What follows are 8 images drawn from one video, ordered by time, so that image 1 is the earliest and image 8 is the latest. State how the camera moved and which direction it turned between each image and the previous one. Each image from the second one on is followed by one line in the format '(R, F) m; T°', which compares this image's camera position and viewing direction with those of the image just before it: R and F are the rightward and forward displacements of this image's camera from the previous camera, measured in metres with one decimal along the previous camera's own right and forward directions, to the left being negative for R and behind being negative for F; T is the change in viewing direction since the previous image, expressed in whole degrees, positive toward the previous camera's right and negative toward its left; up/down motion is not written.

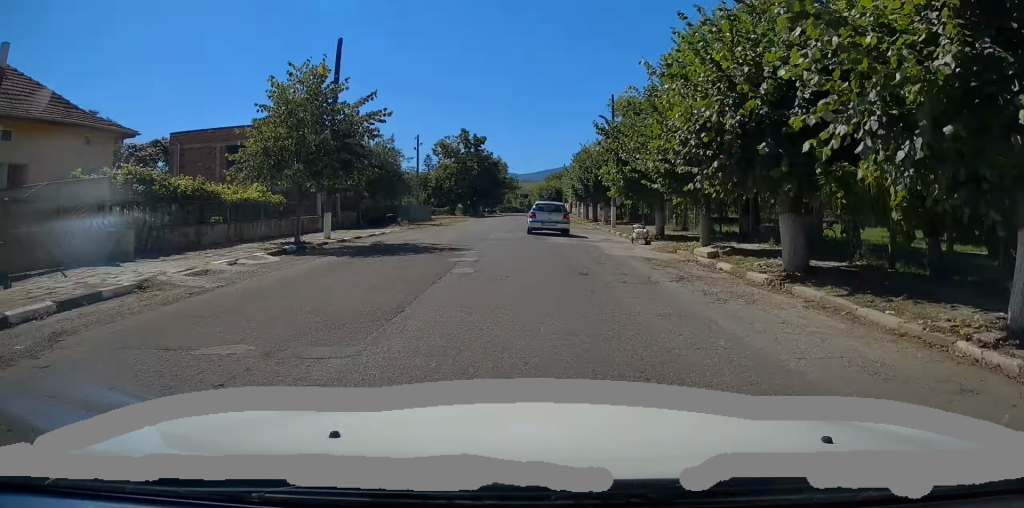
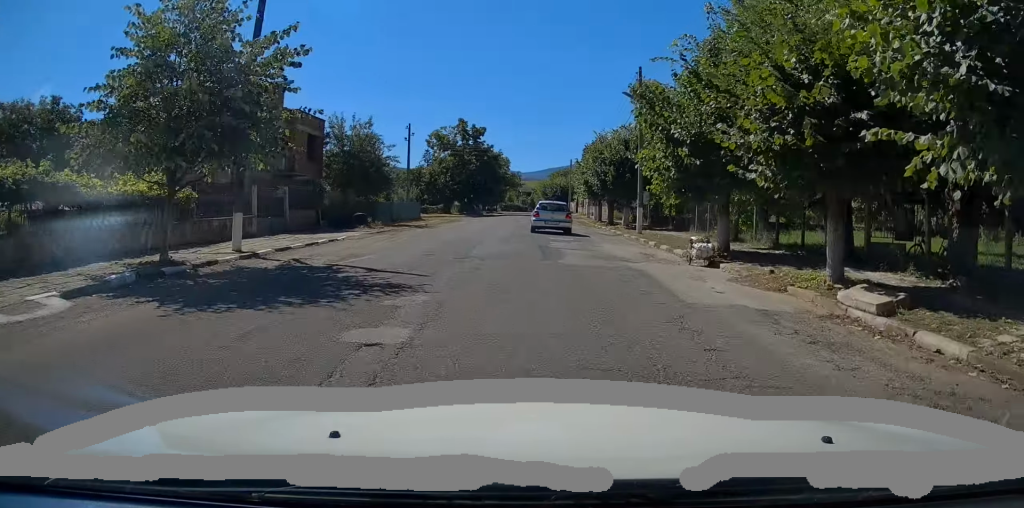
(0.0, +7.4) m; 0°
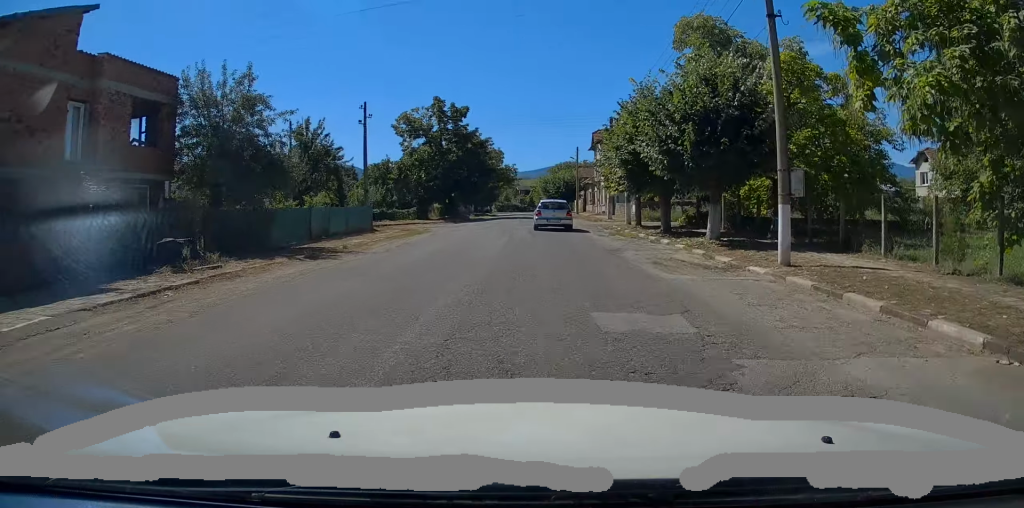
(0.0, +16.1) m; 0°
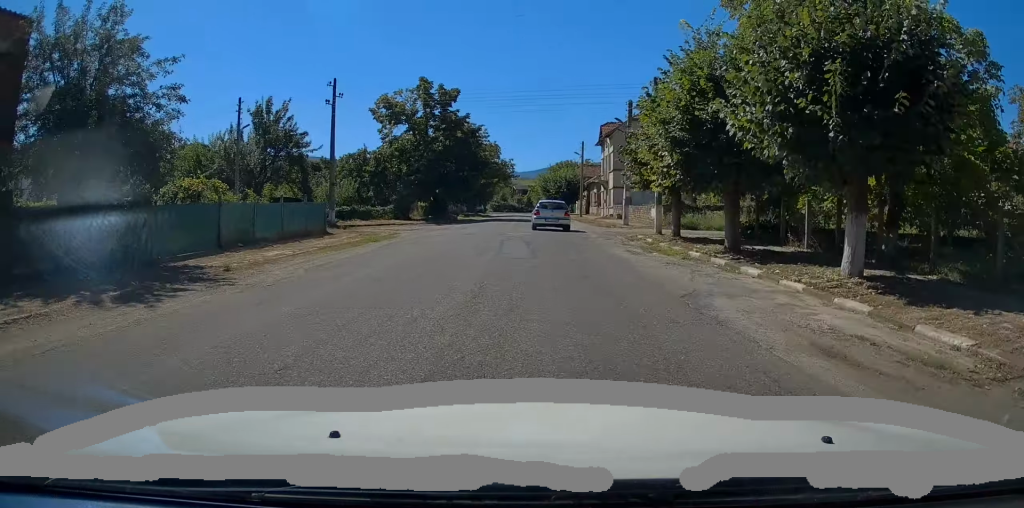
(0.0, +8.0) m; 0°
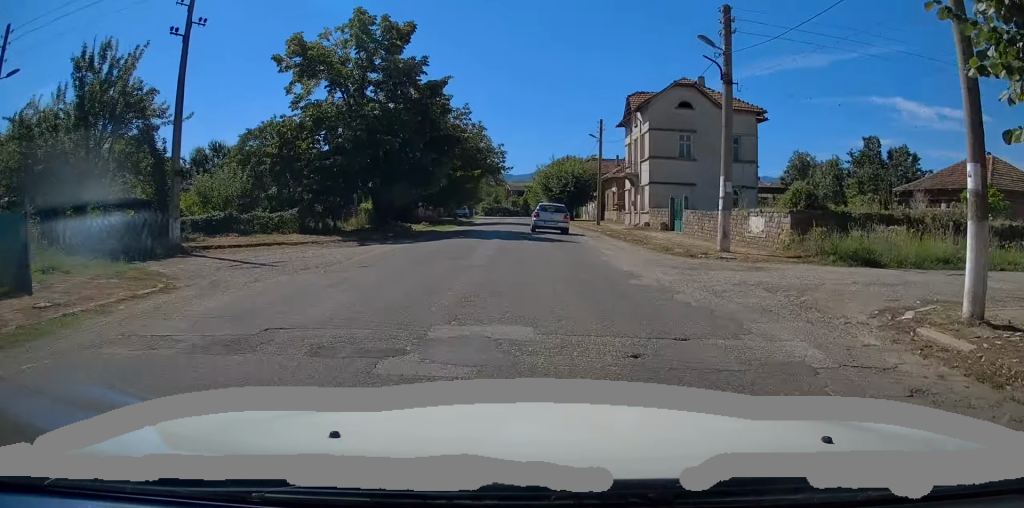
(+0.2, +18.2) m; 0°
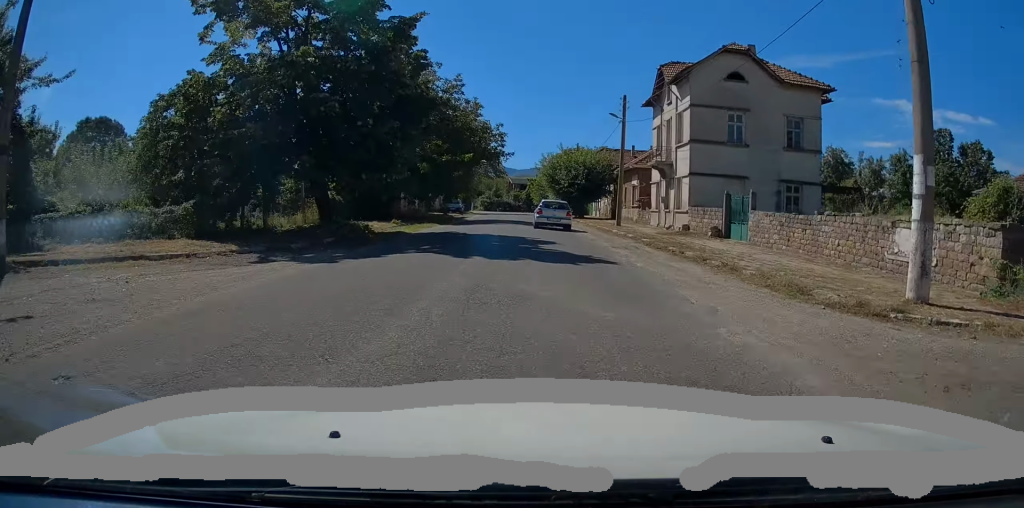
(-0.1, +9.0) m; 0°
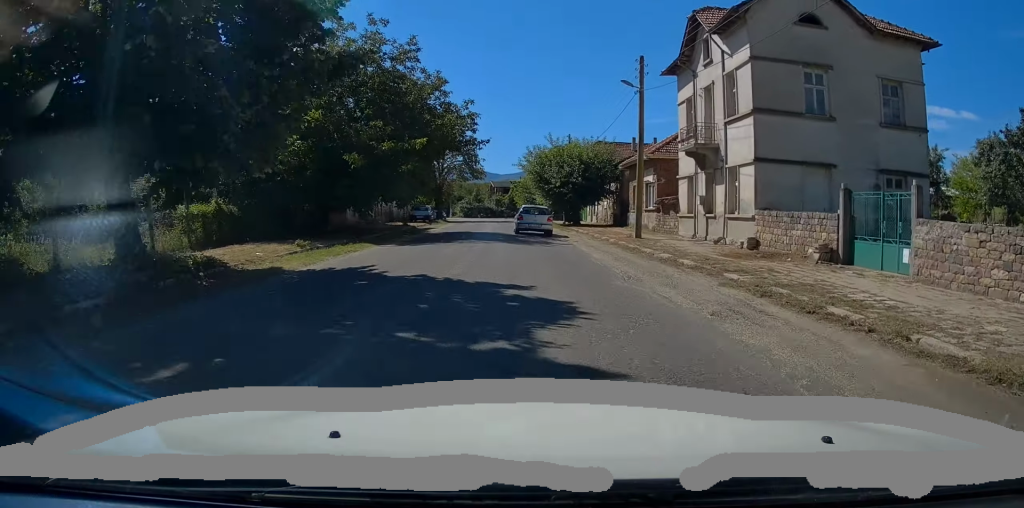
(+0.1, +10.7) m; +1°
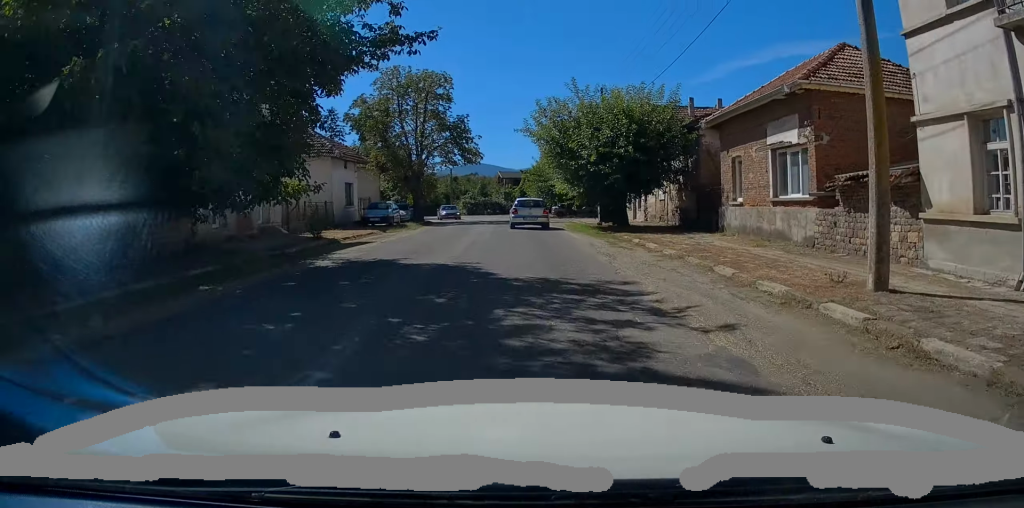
(+0.1, +18.1) m; -1°
